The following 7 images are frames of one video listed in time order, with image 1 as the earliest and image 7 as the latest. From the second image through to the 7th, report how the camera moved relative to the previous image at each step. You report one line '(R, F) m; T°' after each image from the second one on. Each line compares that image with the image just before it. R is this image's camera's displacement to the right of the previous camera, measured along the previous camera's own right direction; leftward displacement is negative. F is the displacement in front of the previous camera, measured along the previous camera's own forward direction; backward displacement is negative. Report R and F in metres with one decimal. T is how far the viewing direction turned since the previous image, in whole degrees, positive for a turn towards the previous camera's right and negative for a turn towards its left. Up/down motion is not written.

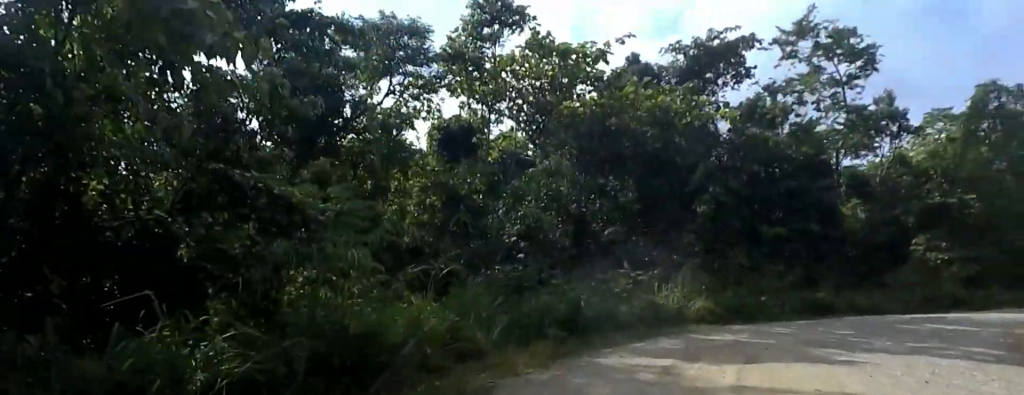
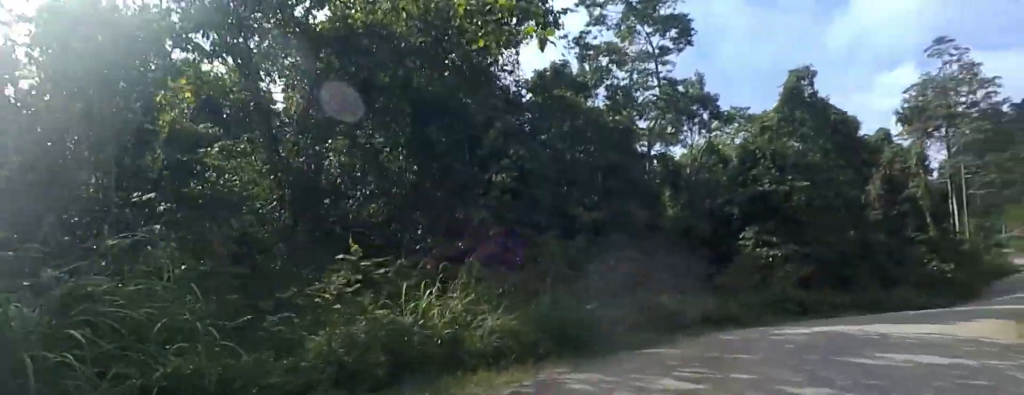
(+1.1, +13.9) m; +10°
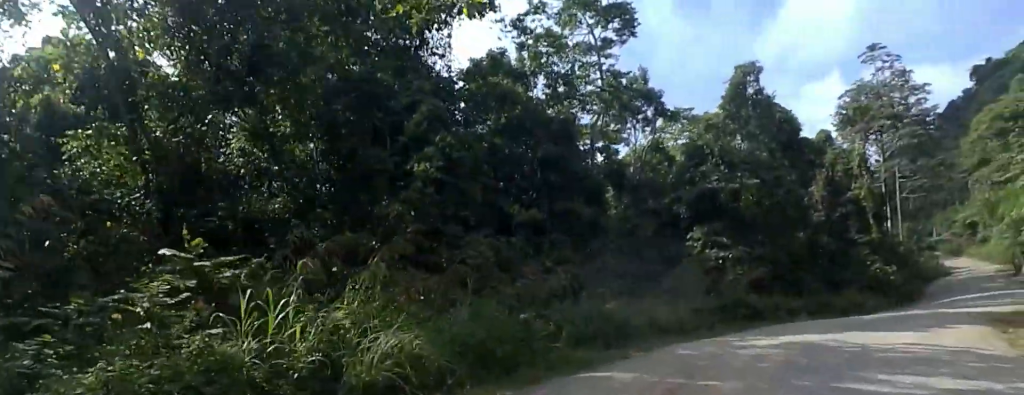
(0.0, +3.6) m; +6°
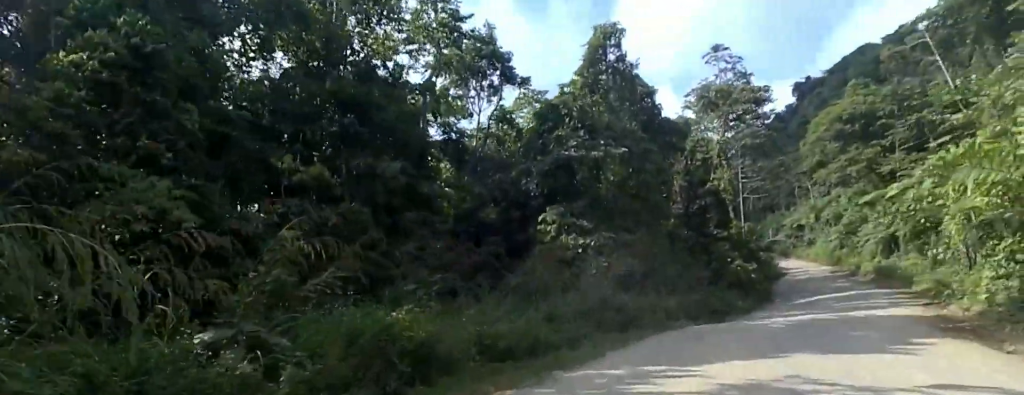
(+1.4, +8.9) m; +20°
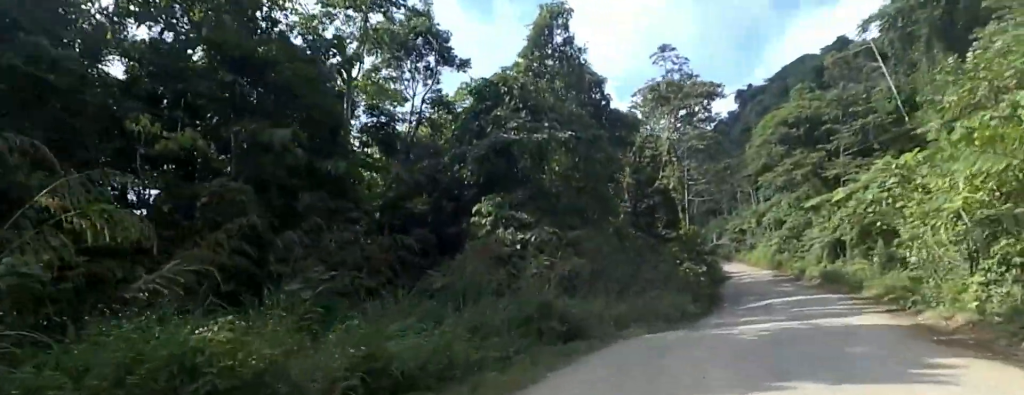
(+0.3, +3.3) m; +8°
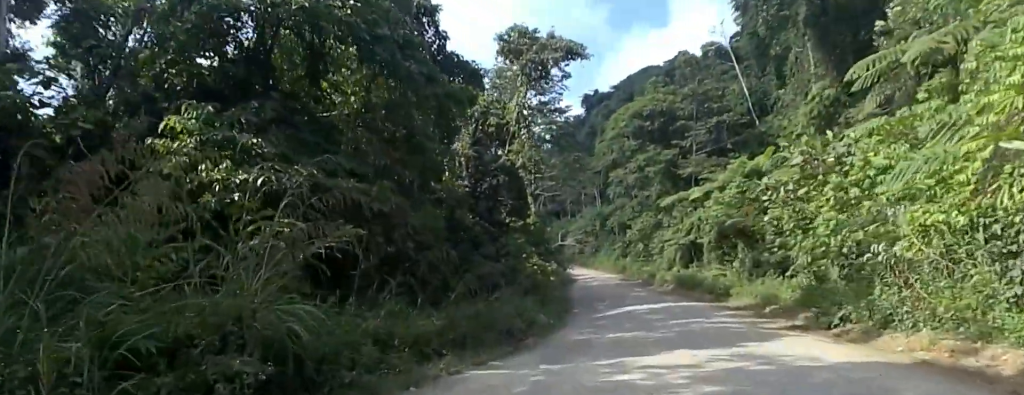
(+0.5, +9.2) m; +6°
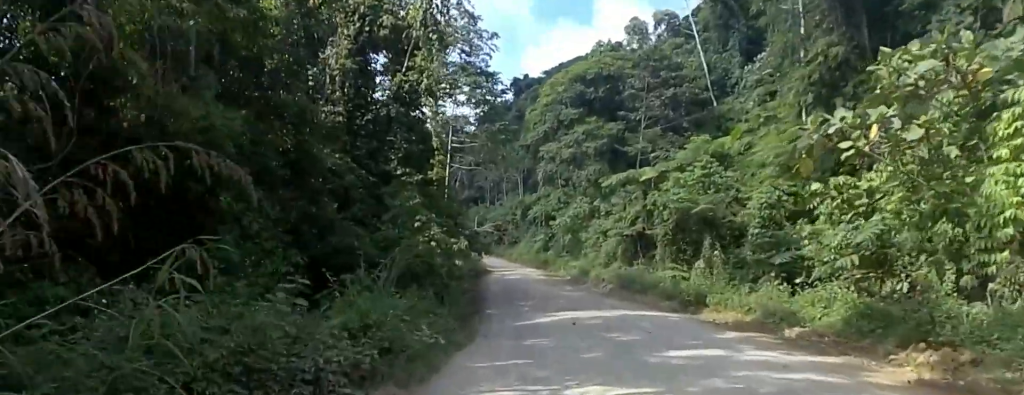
(+1.4, +11.1) m; +7°
